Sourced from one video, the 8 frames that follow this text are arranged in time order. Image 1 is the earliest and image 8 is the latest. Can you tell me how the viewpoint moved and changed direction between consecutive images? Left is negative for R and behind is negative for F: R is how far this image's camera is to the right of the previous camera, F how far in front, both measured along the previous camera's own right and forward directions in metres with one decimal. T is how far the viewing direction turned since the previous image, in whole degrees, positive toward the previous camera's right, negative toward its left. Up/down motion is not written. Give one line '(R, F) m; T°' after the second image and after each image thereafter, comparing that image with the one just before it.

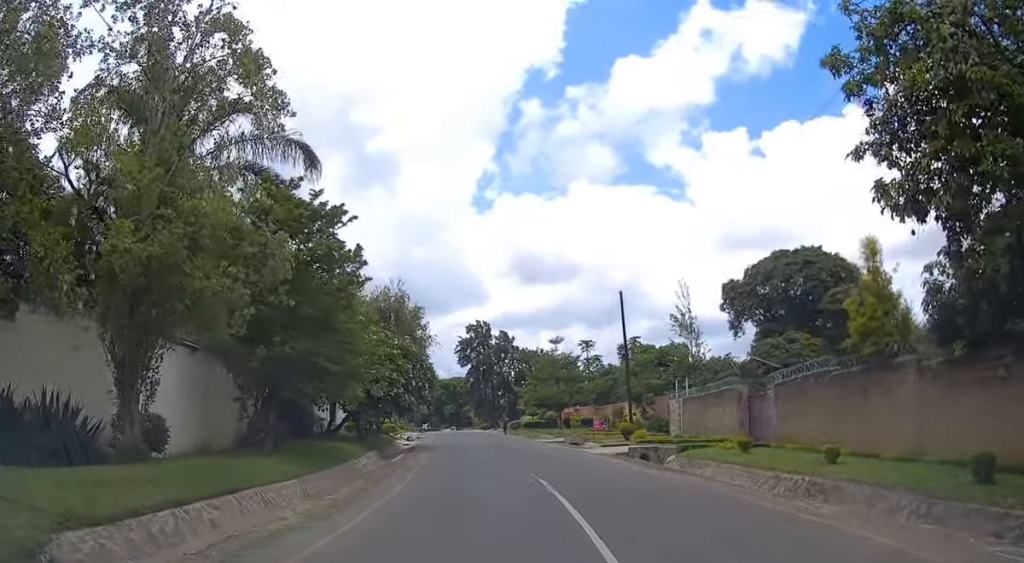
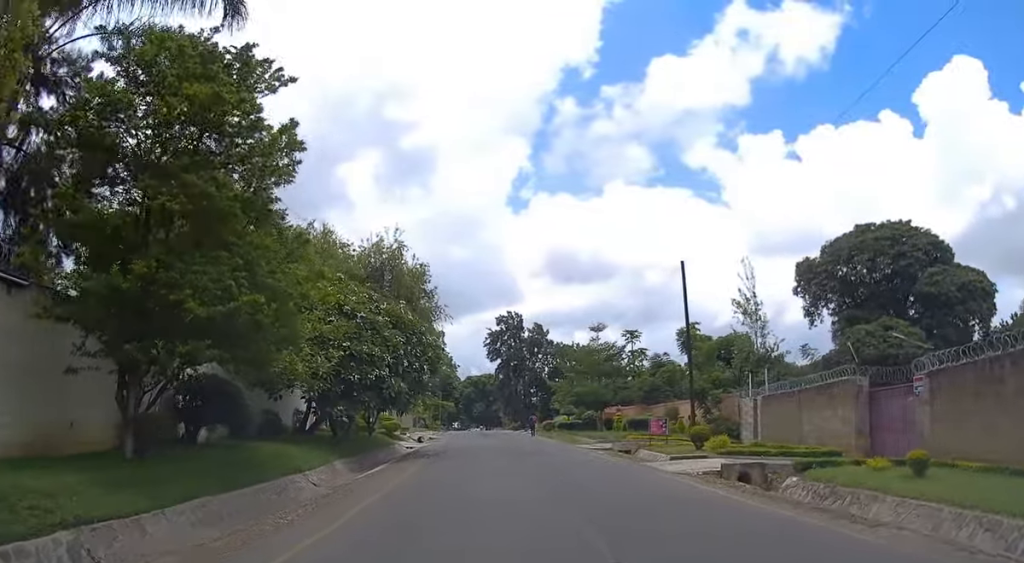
(-0.3, +8.6) m; -3°
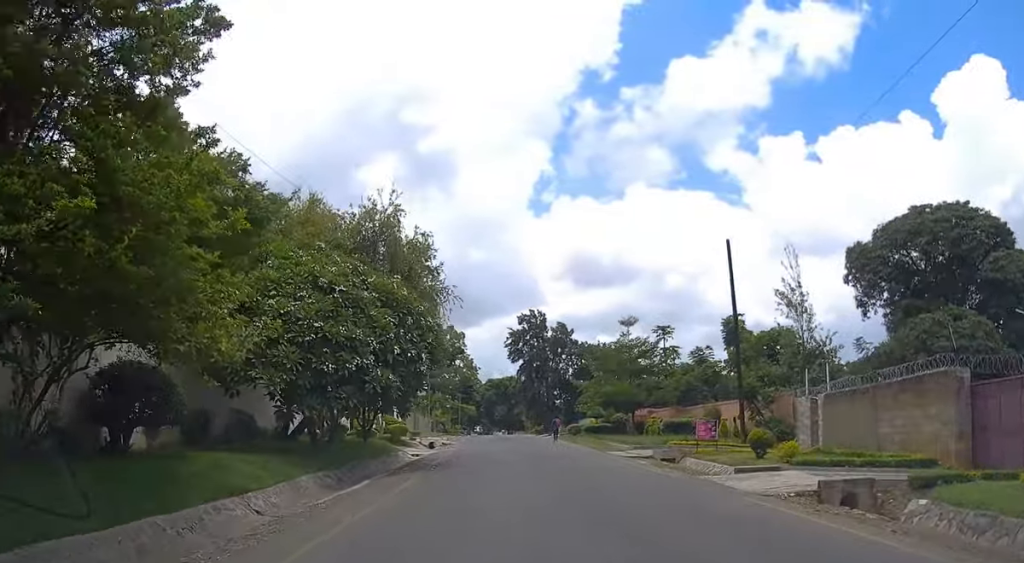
(0.0, +4.5) m; -1°
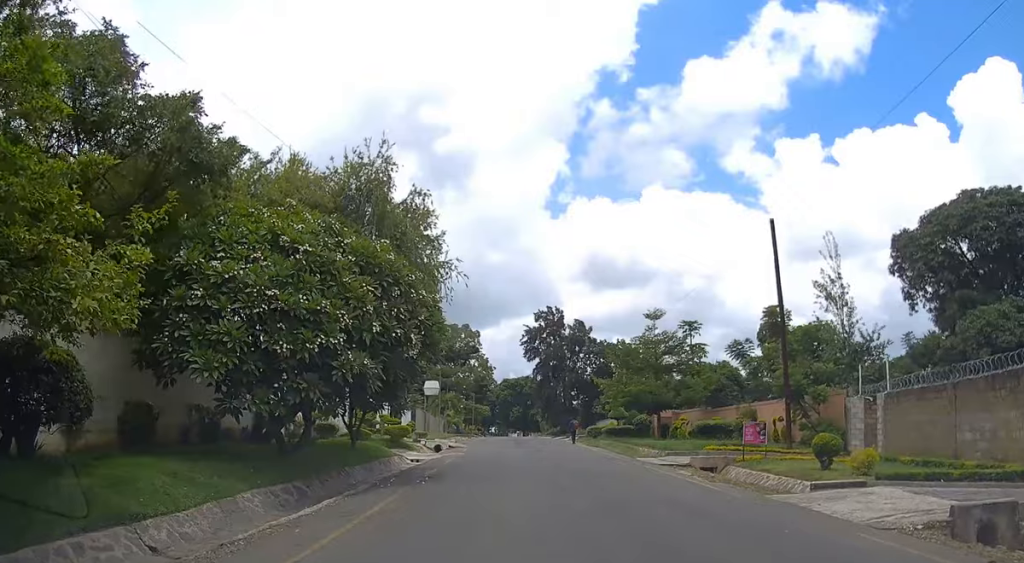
(0.0, +3.9) m; 0°
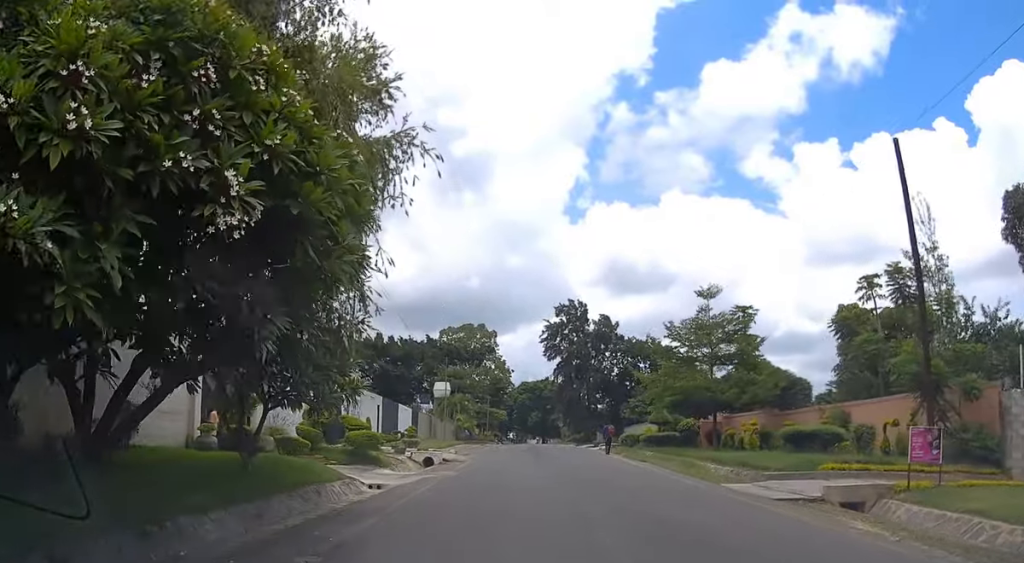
(-0.1, +9.4) m; -1°
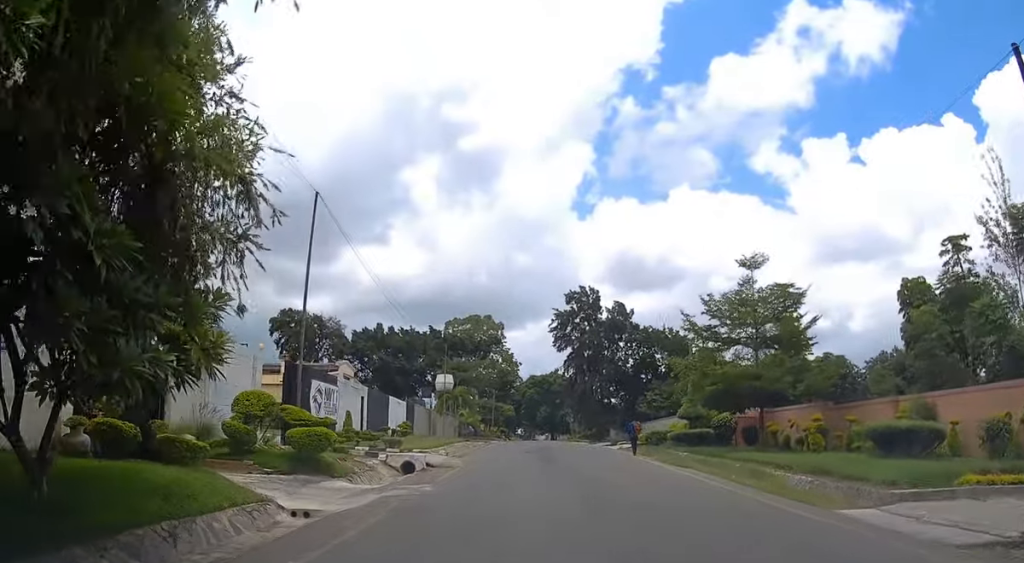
(-0.1, +6.1) m; -1°
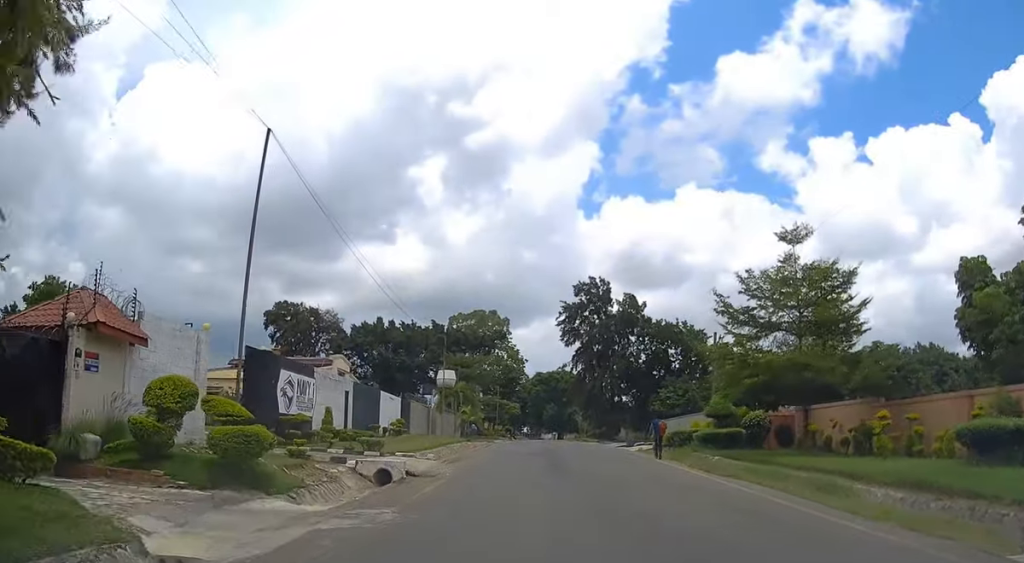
(0.0, +4.4) m; -1°
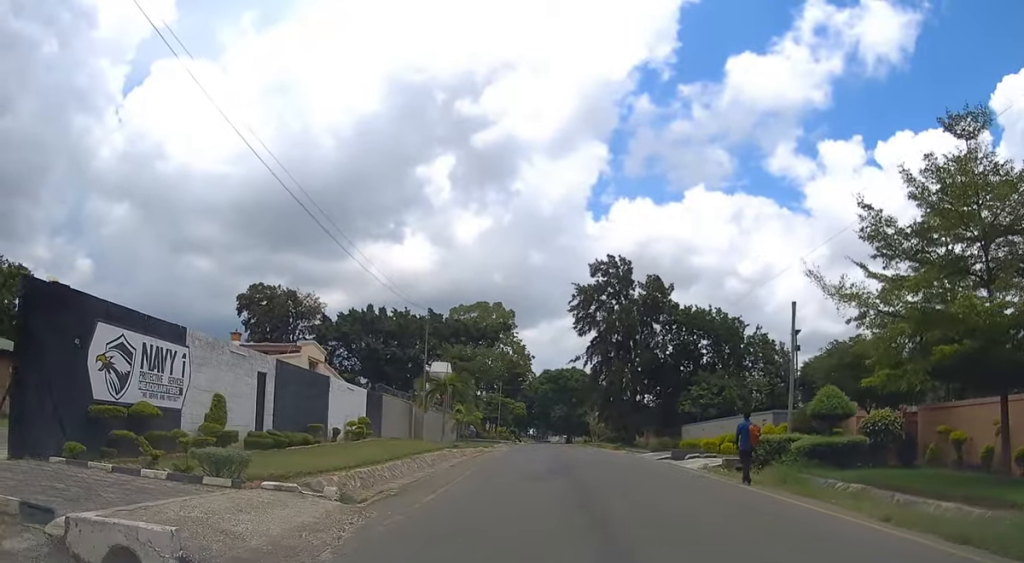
(-0.2, +11.7) m; -2°
